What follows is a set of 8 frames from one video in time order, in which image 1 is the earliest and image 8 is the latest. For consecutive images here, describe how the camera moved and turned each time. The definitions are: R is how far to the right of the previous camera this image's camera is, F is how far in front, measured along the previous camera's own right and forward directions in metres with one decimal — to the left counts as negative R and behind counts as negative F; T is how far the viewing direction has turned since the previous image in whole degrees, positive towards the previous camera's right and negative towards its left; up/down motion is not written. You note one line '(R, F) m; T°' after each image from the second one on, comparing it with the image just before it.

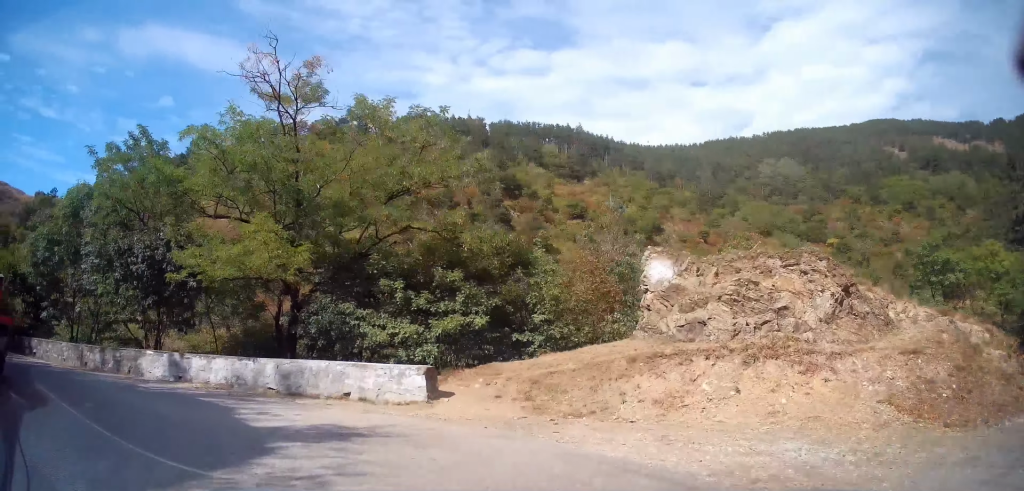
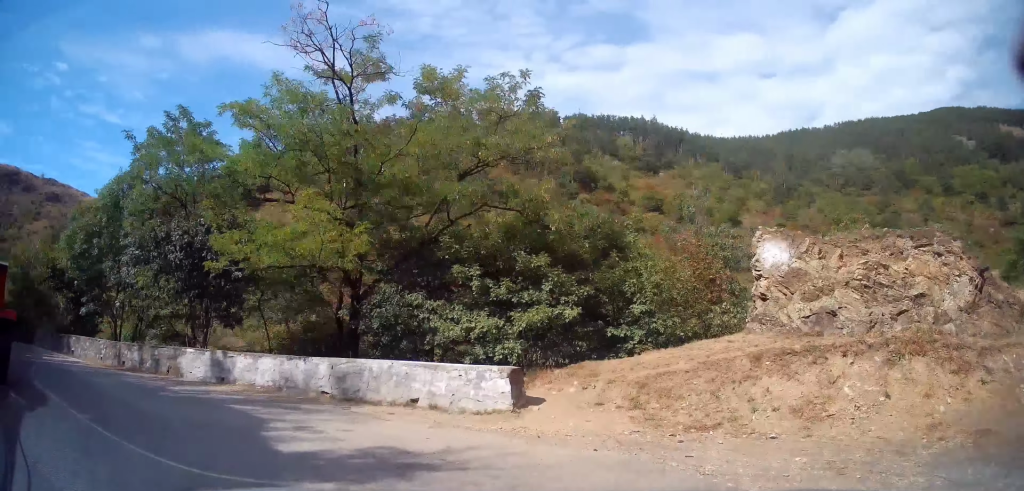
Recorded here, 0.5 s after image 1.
(-0.3, +2.4) m; -9°
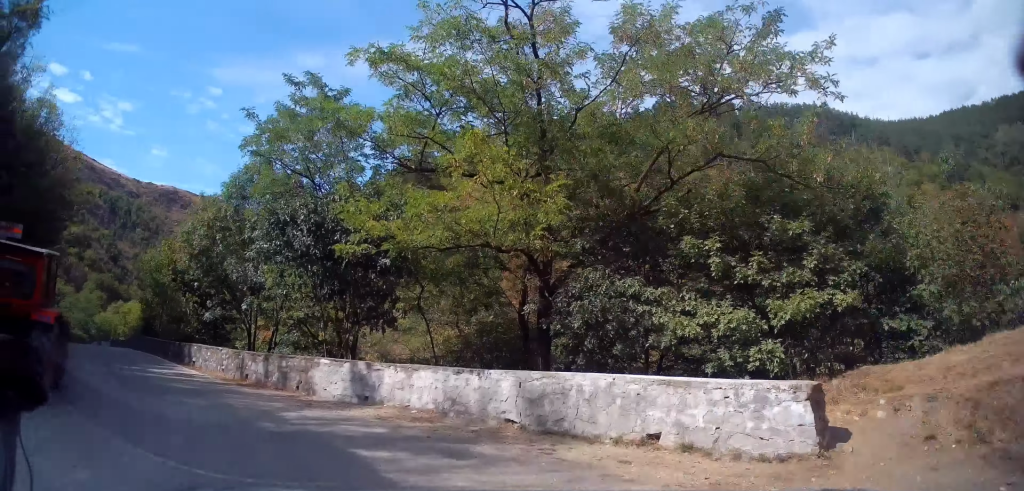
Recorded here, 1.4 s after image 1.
(-0.6, +4.3) m; -18°
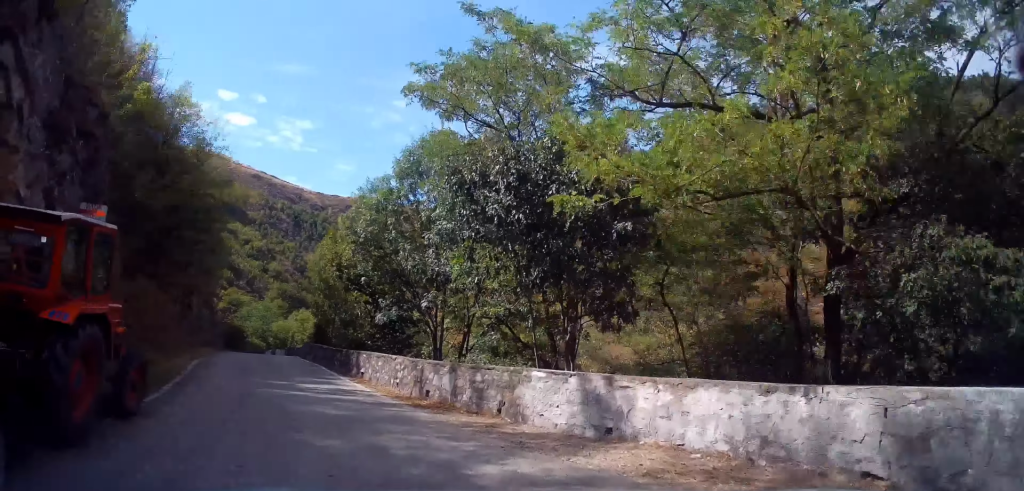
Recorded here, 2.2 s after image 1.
(-0.7, +4.1) m; -20°
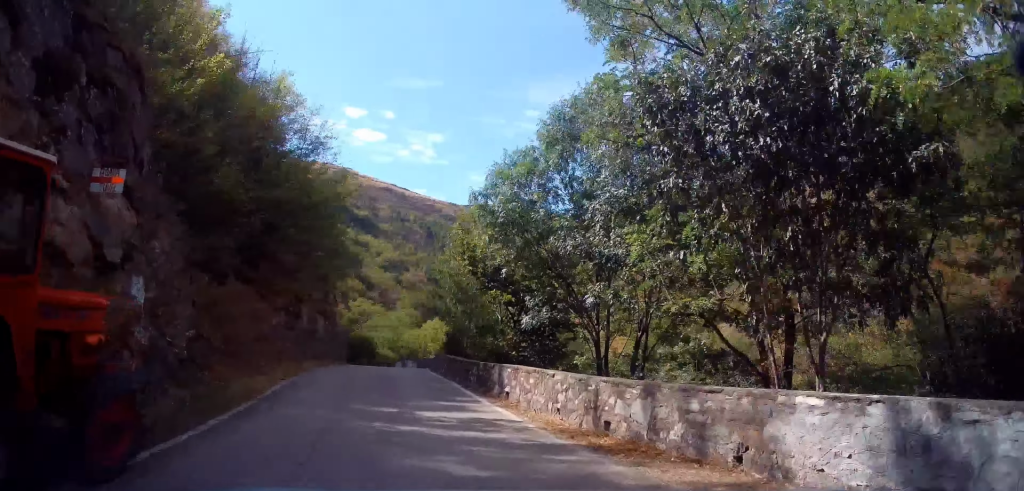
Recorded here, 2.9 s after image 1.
(-0.5, +3.5) m; -14°
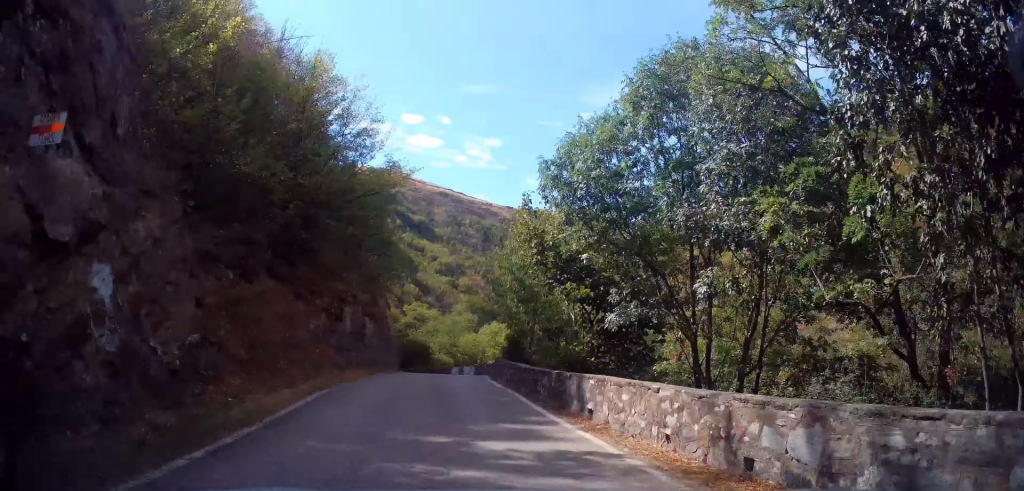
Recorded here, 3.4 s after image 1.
(-0.4, +2.4) m; -4°
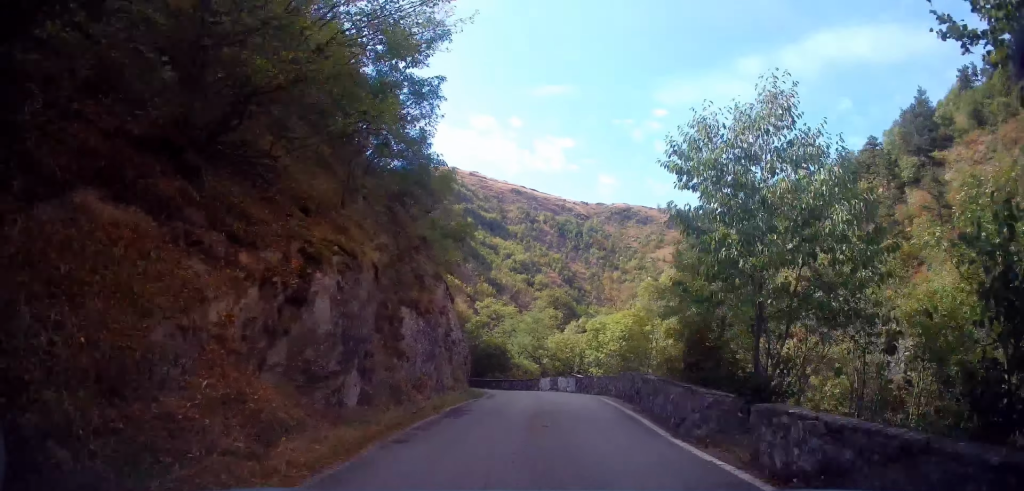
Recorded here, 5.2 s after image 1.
(-0.6, +11.6) m; -4°
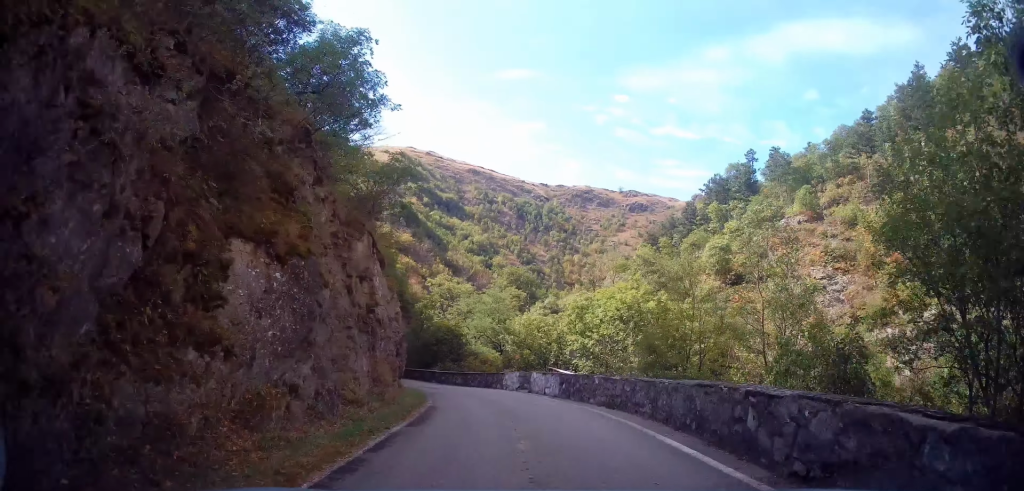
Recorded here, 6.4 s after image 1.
(-0.2, +8.7) m; 0°
